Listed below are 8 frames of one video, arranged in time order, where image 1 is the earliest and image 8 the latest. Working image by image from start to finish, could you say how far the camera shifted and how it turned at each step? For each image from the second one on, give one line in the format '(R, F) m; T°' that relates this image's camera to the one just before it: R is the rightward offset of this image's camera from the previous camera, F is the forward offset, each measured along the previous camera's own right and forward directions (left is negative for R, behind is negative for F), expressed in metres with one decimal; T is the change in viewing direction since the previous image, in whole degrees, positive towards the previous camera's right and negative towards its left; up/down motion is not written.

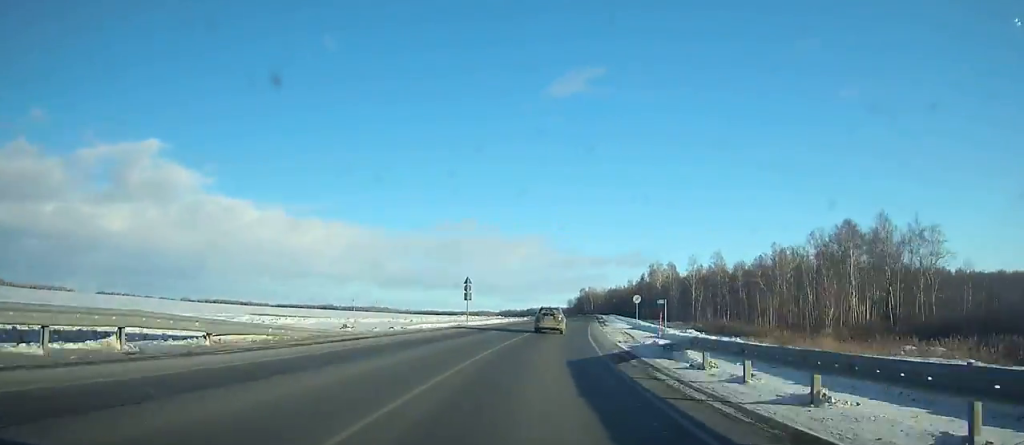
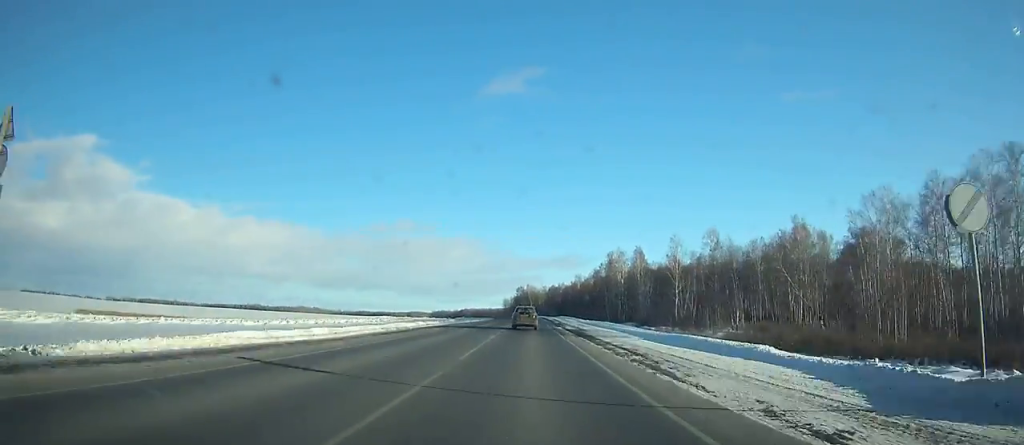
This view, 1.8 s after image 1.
(+2.7, +46.4) m; +6°
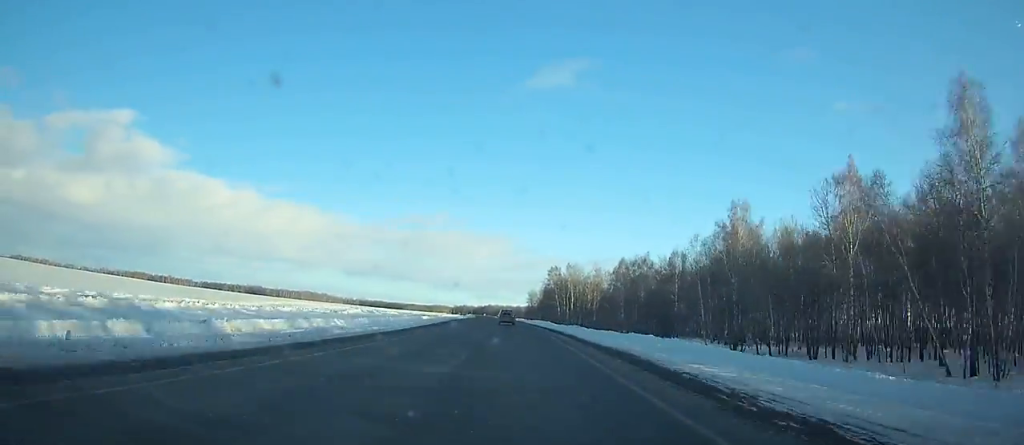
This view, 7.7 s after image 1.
(+8.4, +156.9) m; 0°
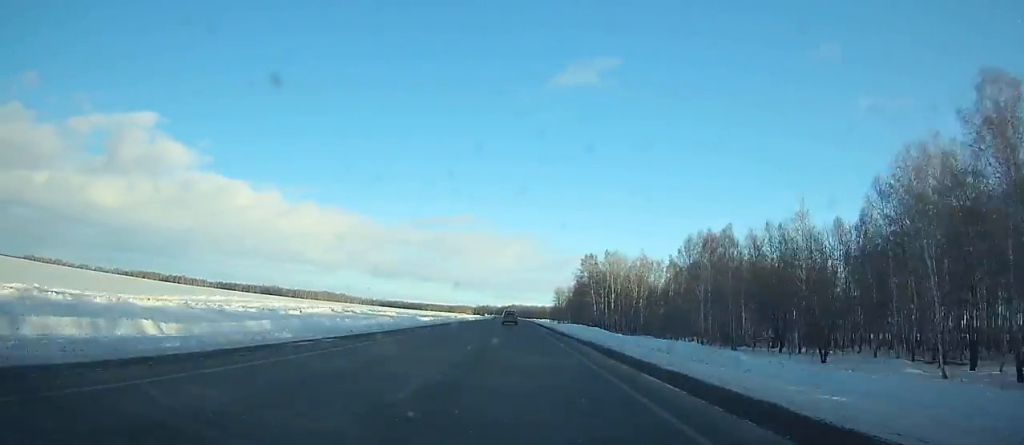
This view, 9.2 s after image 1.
(-1.1, +41.7) m; -2°
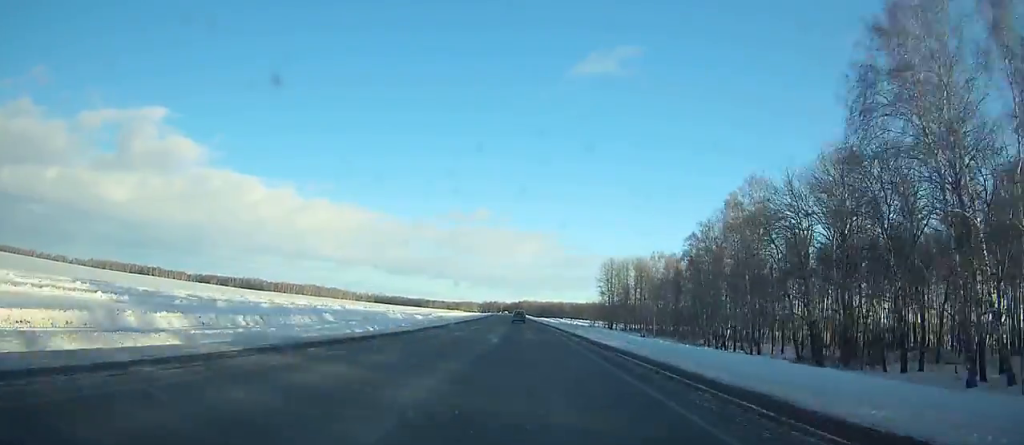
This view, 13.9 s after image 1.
(-4.7, +133.9) m; -3°
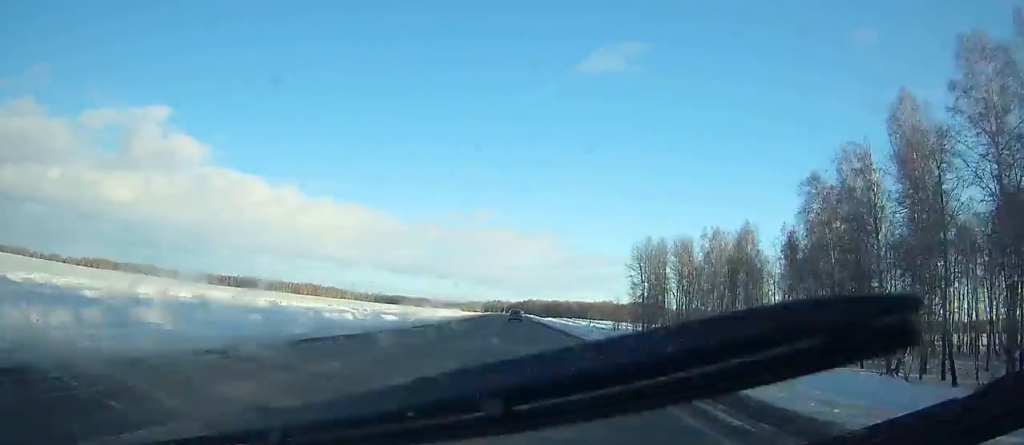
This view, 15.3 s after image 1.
(0.0, +40.9) m; 0°
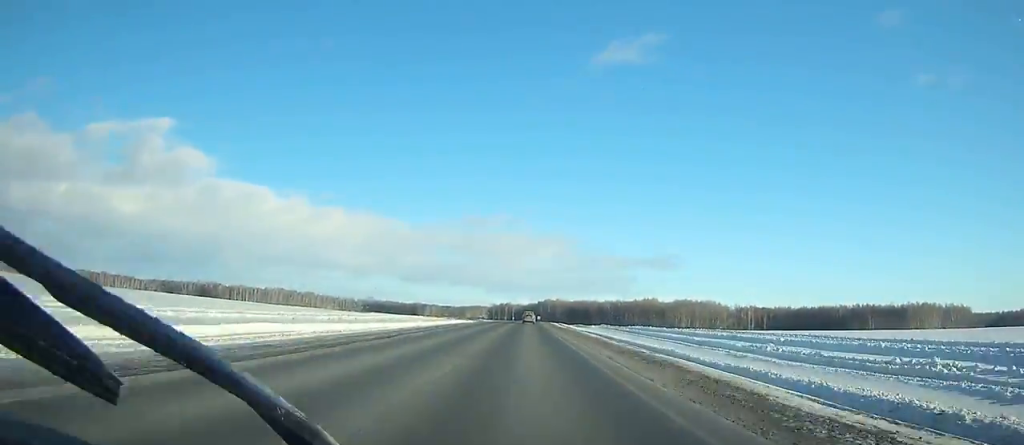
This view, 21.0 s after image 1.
(-2.6, +167.2) m; -1°
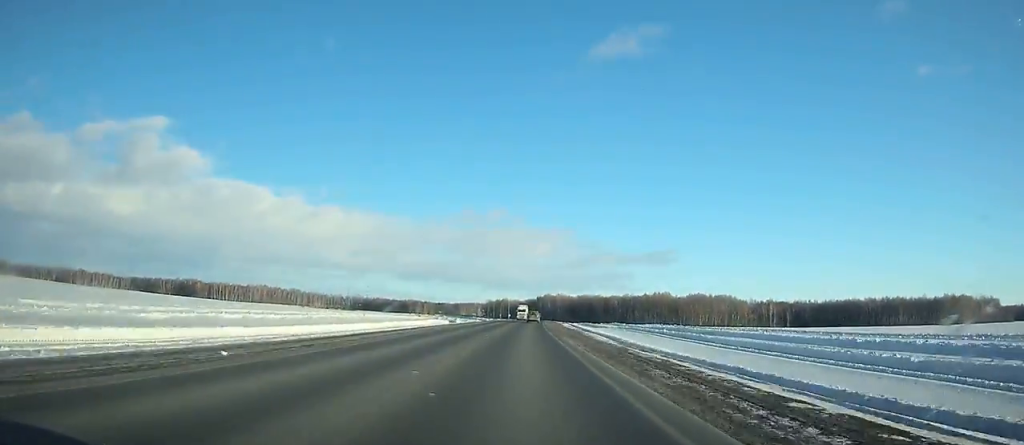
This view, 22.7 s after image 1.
(0.0, +49.7) m; 0°
